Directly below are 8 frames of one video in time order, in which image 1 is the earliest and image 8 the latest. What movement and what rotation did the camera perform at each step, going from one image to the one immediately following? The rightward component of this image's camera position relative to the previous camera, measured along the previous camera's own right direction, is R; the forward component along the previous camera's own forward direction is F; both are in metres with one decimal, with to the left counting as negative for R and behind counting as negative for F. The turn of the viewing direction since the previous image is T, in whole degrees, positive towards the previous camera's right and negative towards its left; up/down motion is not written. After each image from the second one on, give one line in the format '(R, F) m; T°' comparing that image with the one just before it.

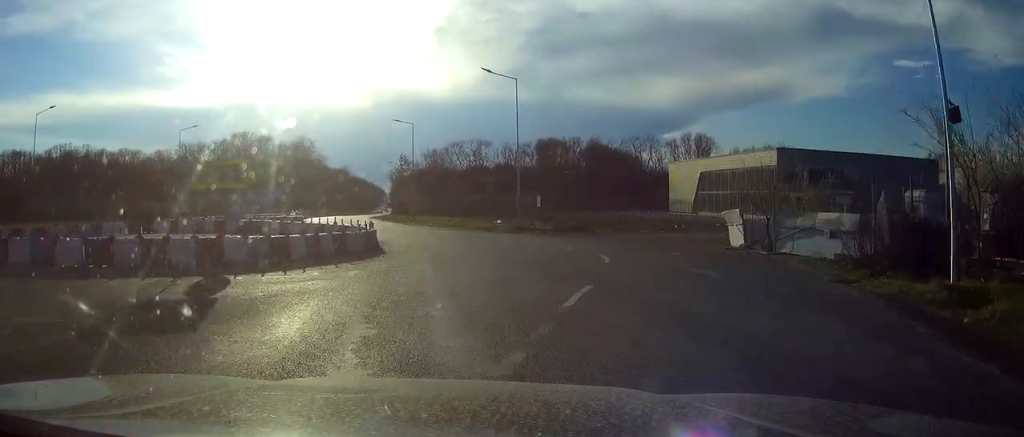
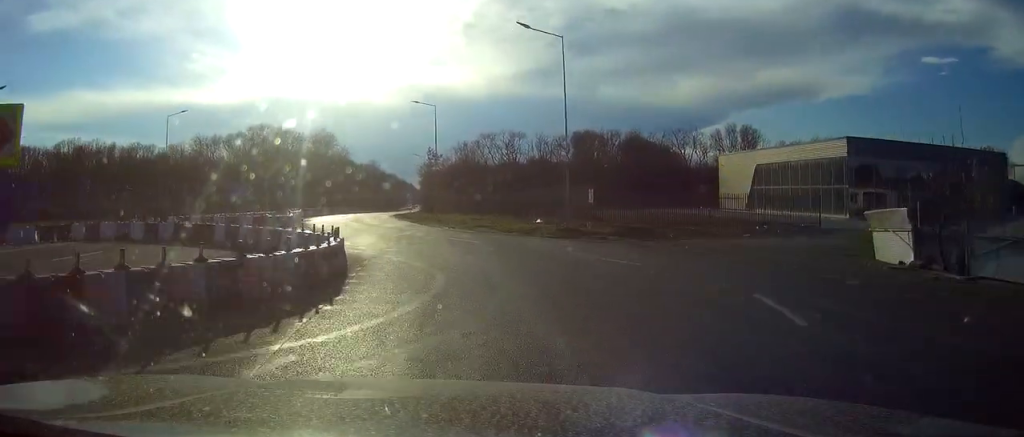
(+0.3, +10.8) m; -1°
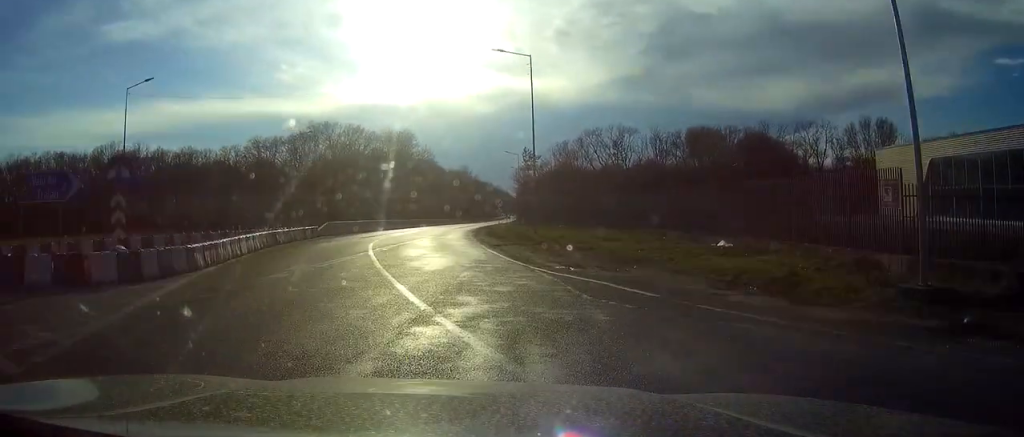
(-1.5, +23.8) m; -7°
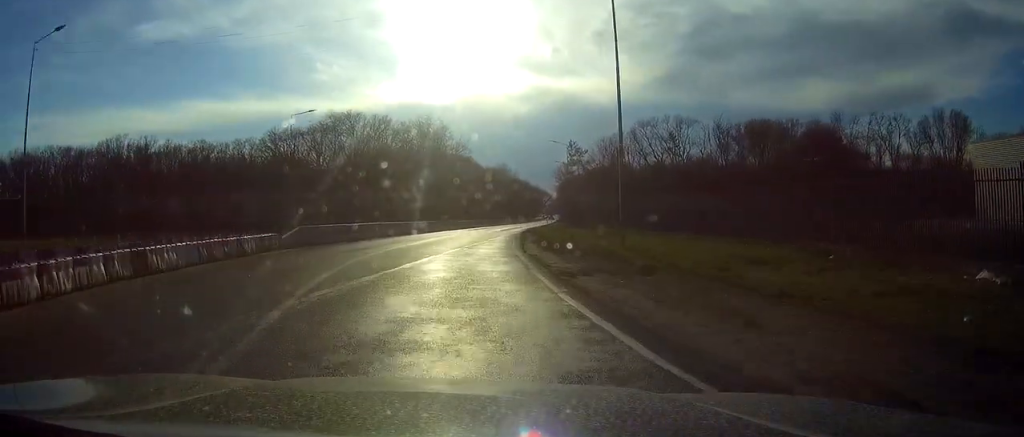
(-0.8, +14.9) m; -3°
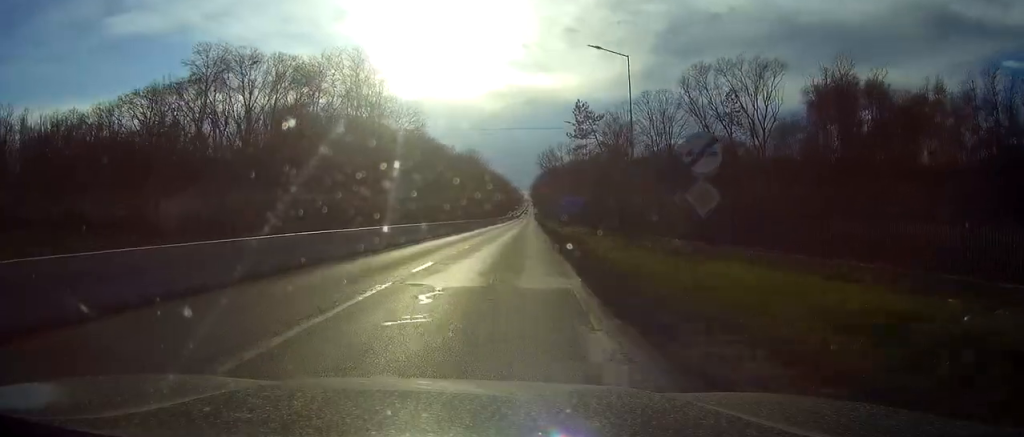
(-0.4, +46.8) m; +1°
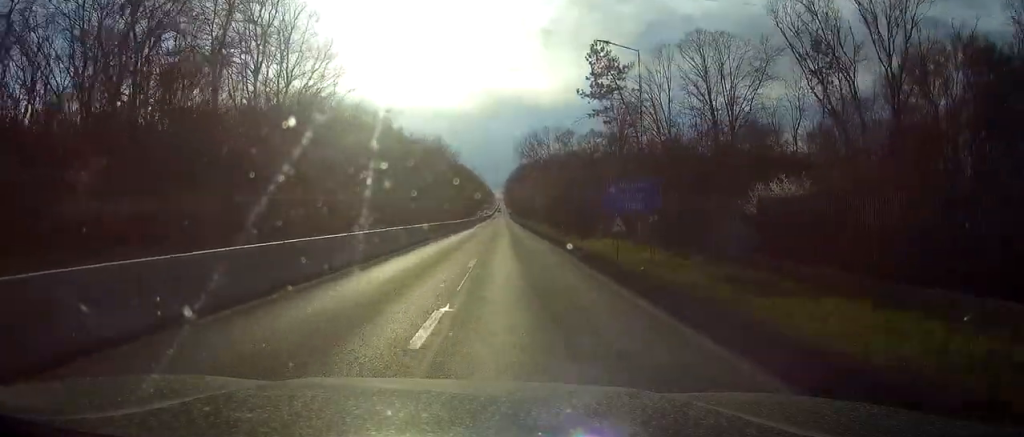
(+0.6, +32.2) m; +2°
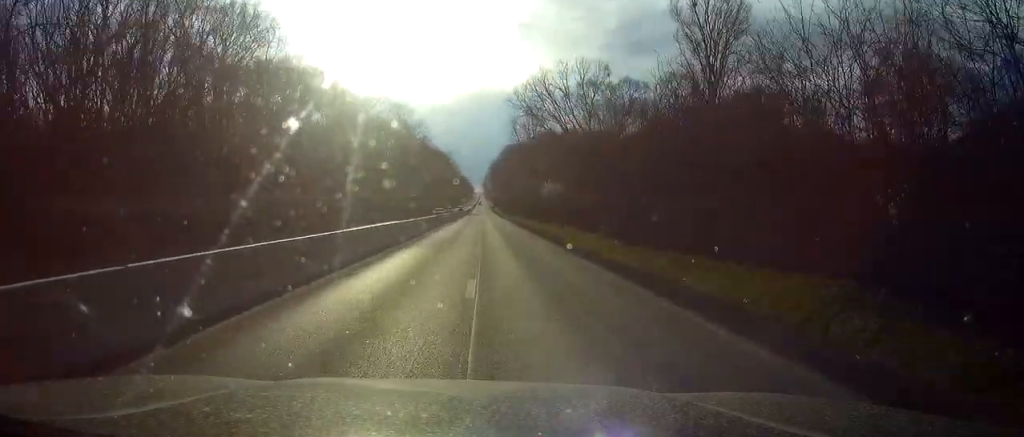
(+1.2, +55.4) m; +2°
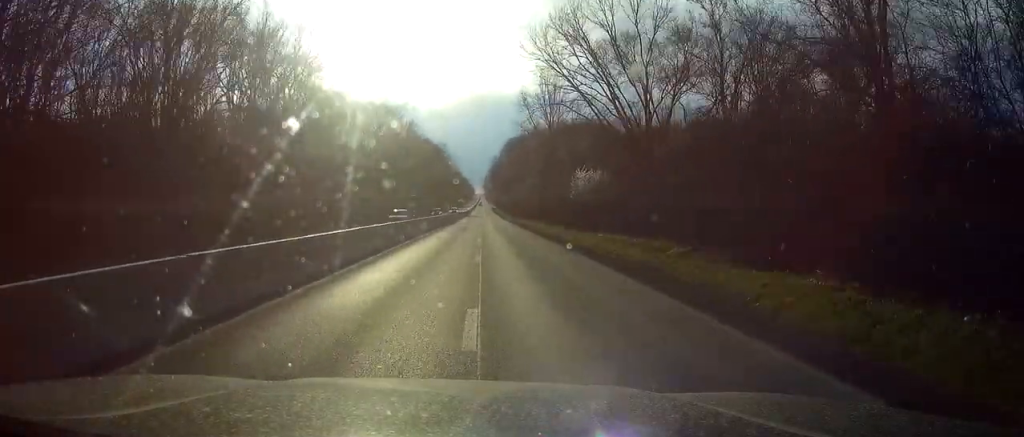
(+0.1, +28.1) m; 0°
